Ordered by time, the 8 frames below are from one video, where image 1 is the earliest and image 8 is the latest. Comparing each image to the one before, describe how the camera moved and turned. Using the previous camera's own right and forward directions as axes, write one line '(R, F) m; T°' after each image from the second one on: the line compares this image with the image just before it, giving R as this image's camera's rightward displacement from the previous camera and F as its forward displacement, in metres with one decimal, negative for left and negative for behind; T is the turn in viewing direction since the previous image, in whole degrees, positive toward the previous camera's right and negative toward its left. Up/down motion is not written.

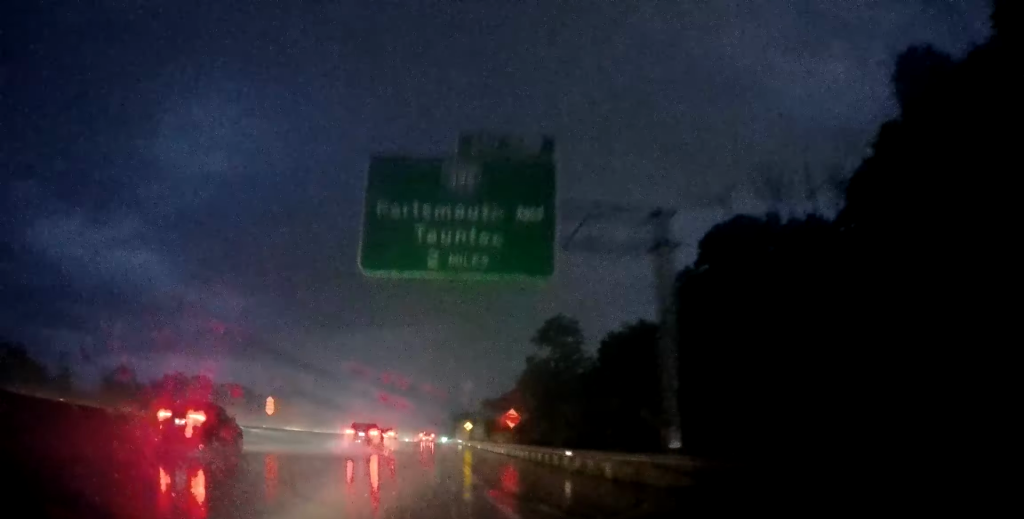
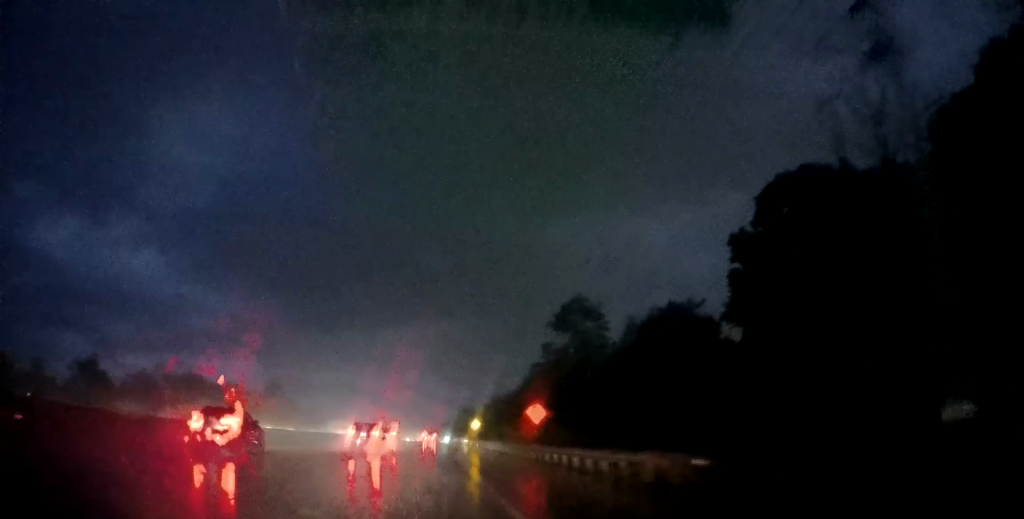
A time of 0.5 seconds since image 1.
(-0.1, +10.6) m; 0°
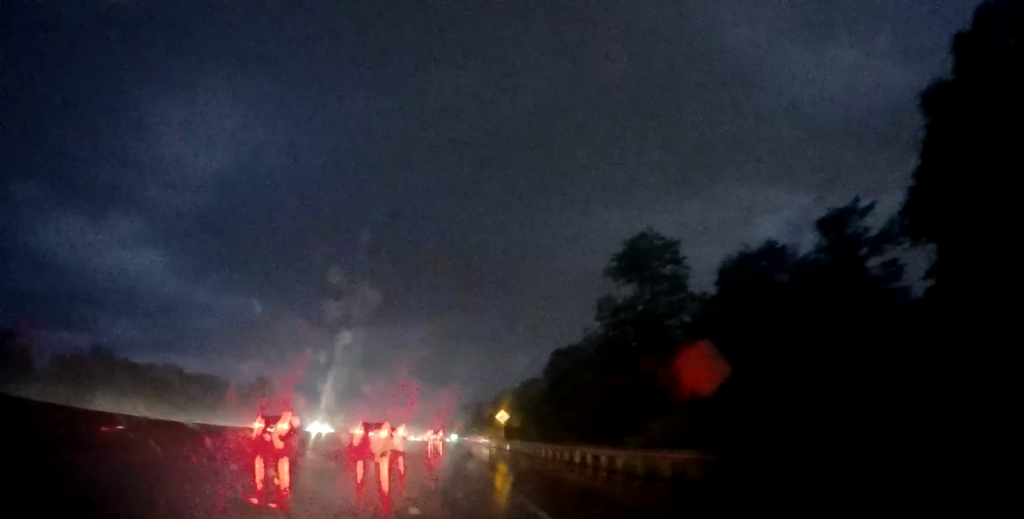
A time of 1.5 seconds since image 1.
(+0.3, +23.1) m; -1°
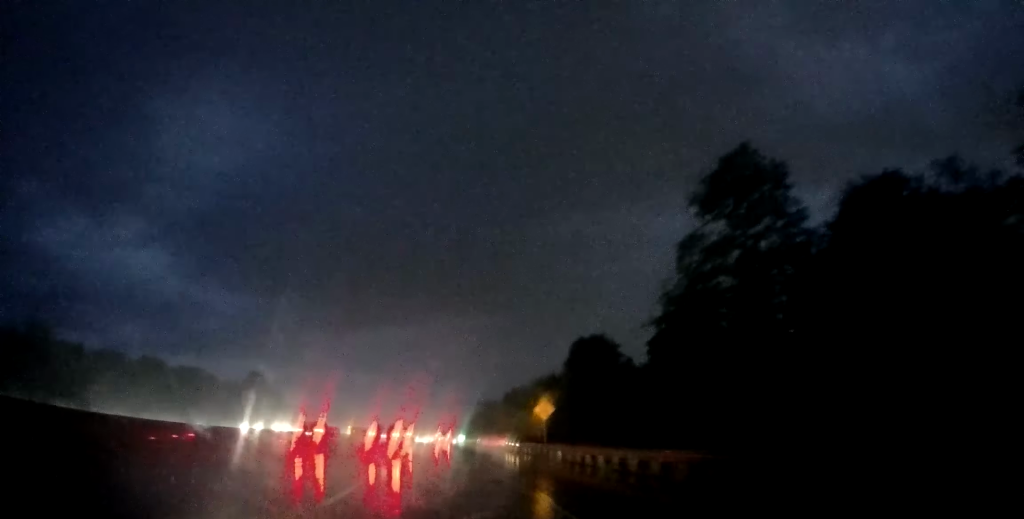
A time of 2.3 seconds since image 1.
(-0.5, +17.1) m; -1°
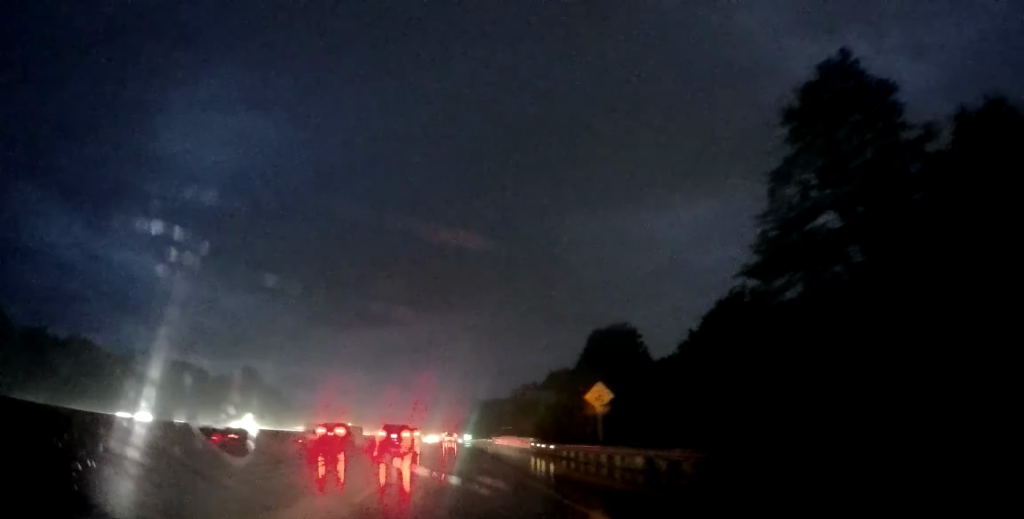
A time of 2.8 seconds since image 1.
(0.0, +11.2) m; 0°
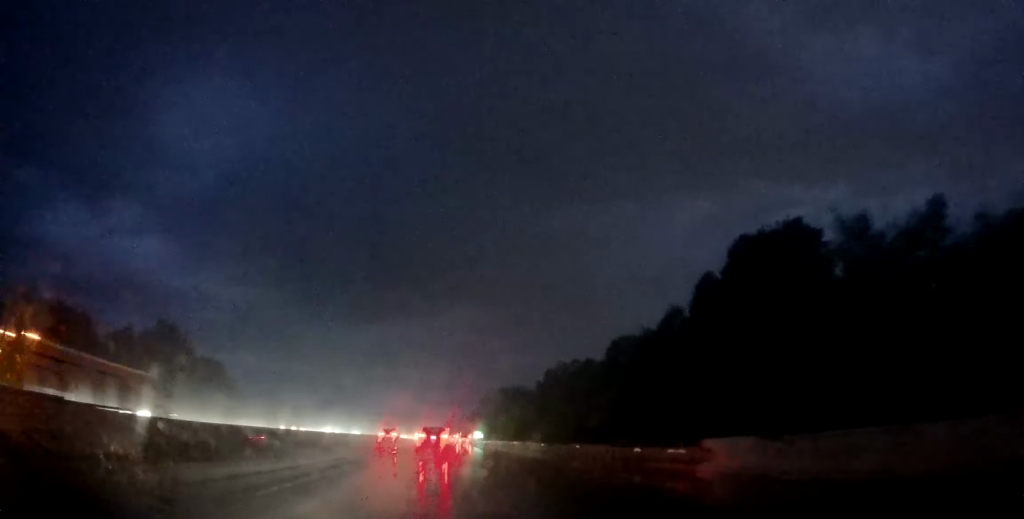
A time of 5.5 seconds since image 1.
(0.0, +59.1) m; -2°
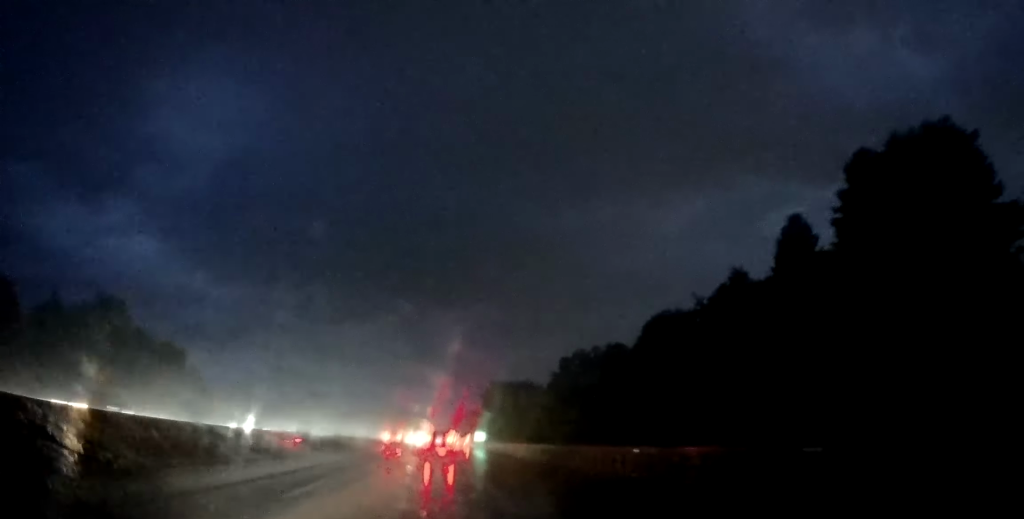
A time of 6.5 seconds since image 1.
(-0.4, +22.5) m; 0°
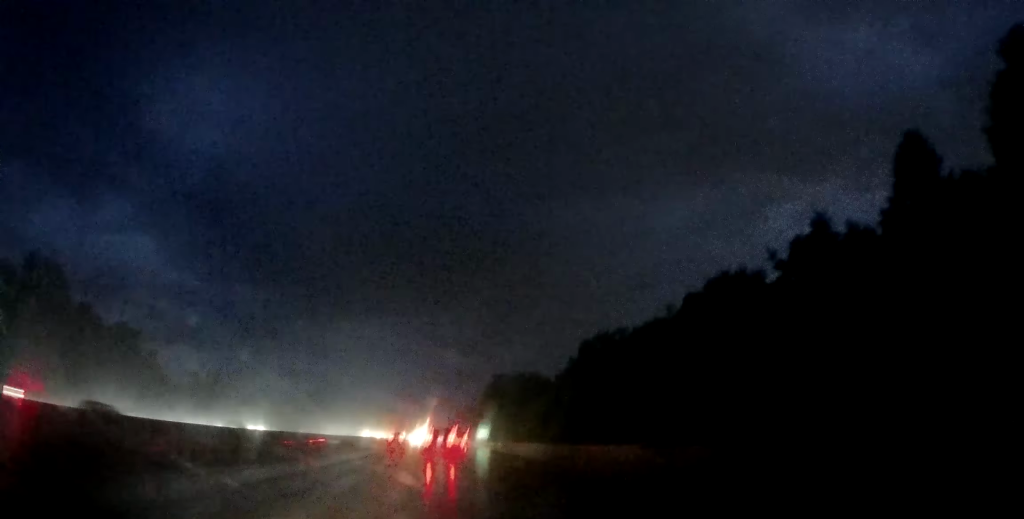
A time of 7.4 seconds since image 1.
(+0.2, +18.8) m; +3°
